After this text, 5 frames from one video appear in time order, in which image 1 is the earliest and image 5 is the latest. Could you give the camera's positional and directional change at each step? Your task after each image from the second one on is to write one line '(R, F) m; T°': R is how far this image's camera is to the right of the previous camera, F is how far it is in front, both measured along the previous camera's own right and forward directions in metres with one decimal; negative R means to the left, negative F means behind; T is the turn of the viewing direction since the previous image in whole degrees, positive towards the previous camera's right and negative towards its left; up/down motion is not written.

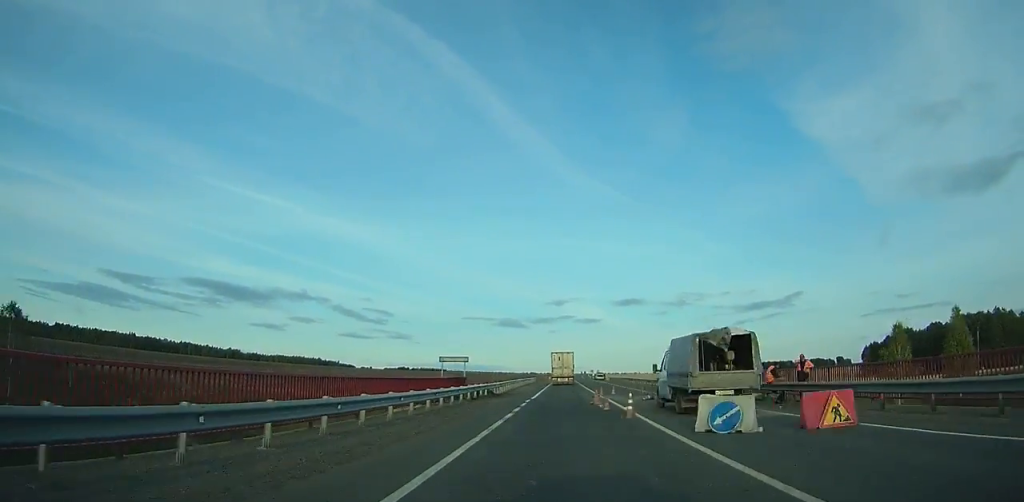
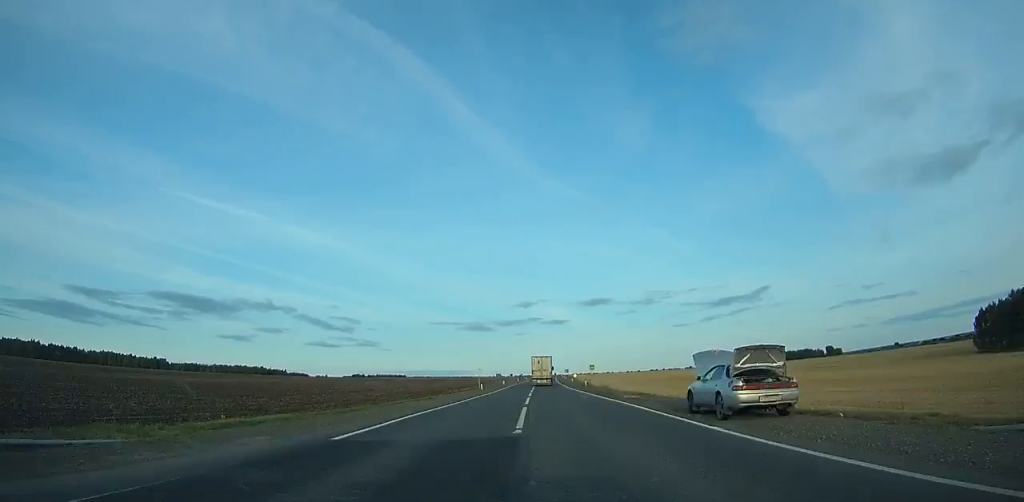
(+3.4, +105.0) m; +3°
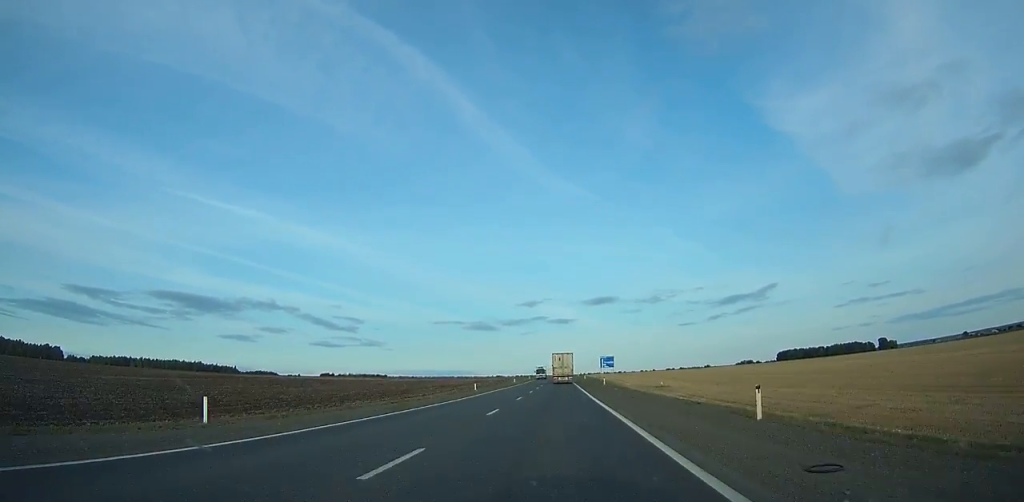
(+0.4, +205.3) m; 0°
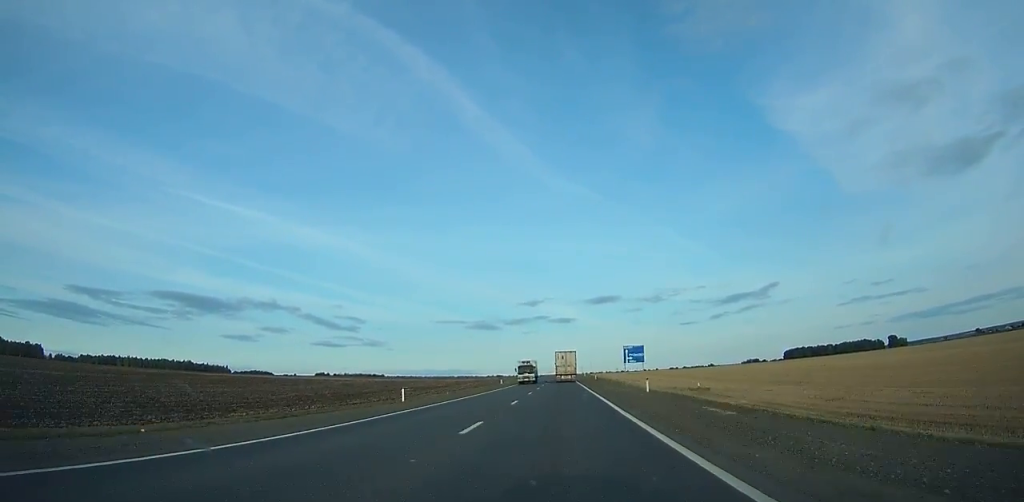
(-0.1, +32.6) m; 0°
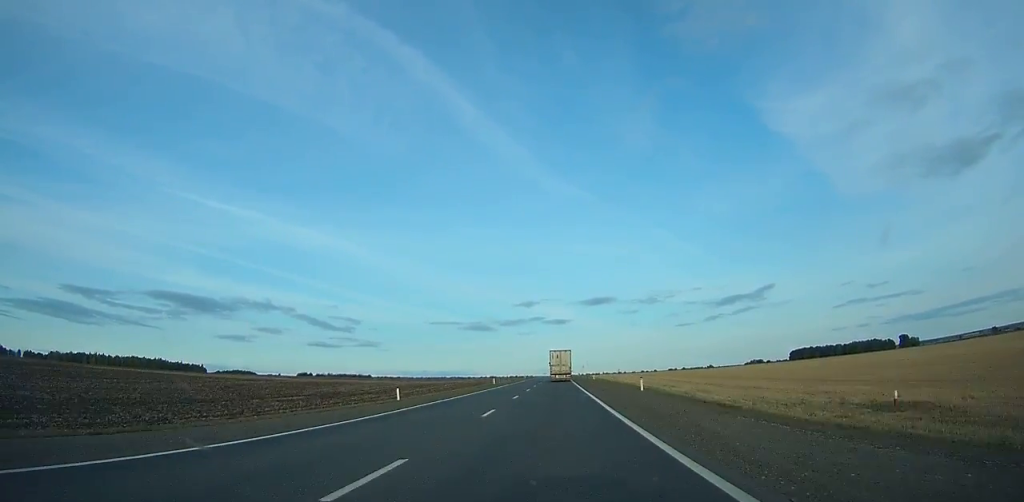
(+0.1, +57.1) m; 0°
